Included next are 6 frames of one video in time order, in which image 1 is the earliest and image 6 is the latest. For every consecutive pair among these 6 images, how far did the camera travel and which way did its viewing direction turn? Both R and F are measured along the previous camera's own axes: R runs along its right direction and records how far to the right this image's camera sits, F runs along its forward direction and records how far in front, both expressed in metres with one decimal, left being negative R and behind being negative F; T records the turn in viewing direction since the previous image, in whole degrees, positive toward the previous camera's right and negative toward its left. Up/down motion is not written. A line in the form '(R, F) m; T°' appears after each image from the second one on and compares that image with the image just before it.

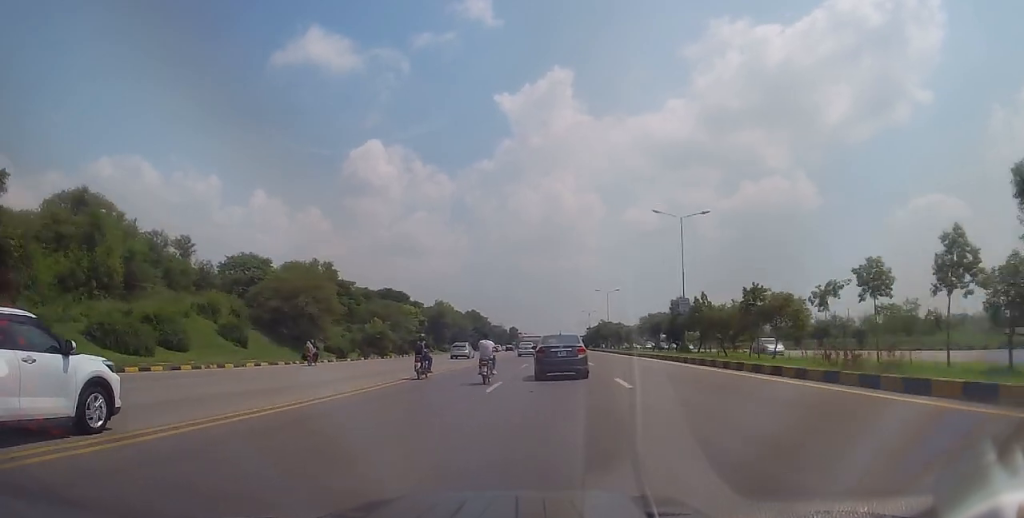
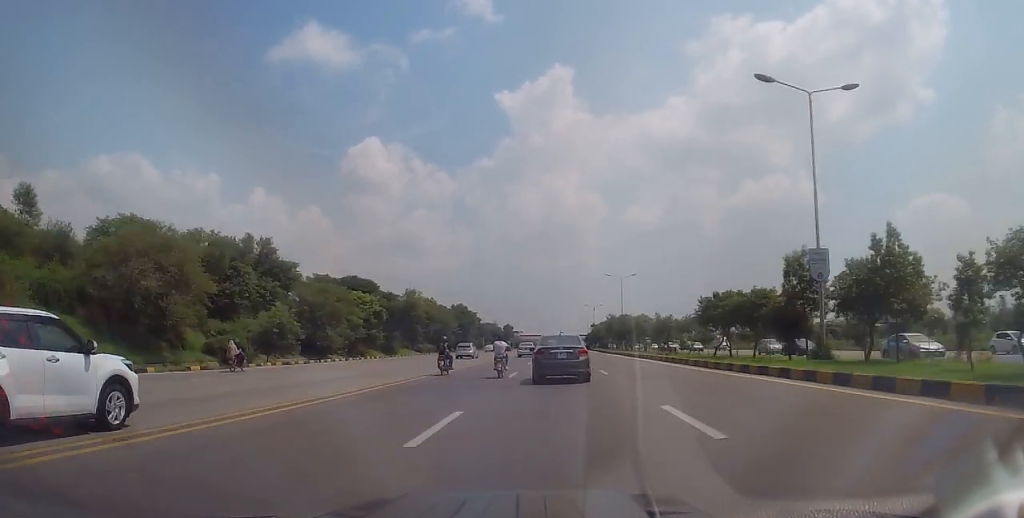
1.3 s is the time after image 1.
(+0.2, +23.9) m; -1°
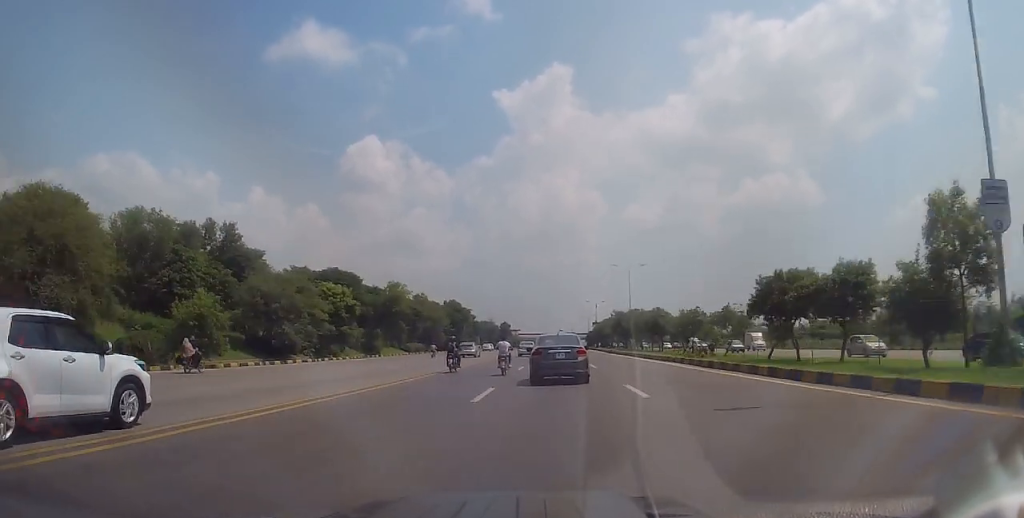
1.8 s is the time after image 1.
(-0.2, +9.9) m; 0°
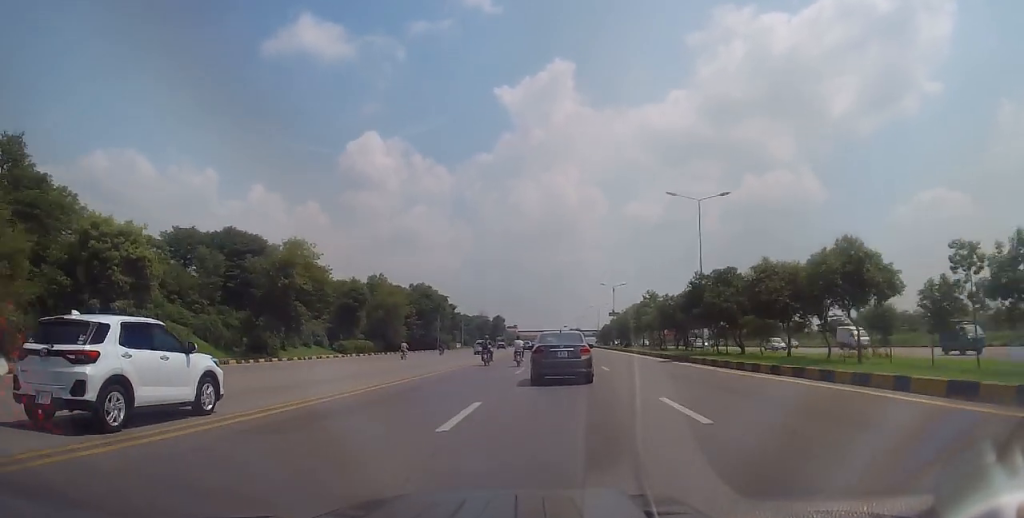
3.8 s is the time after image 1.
(+0.1, +35.9) m; +1°
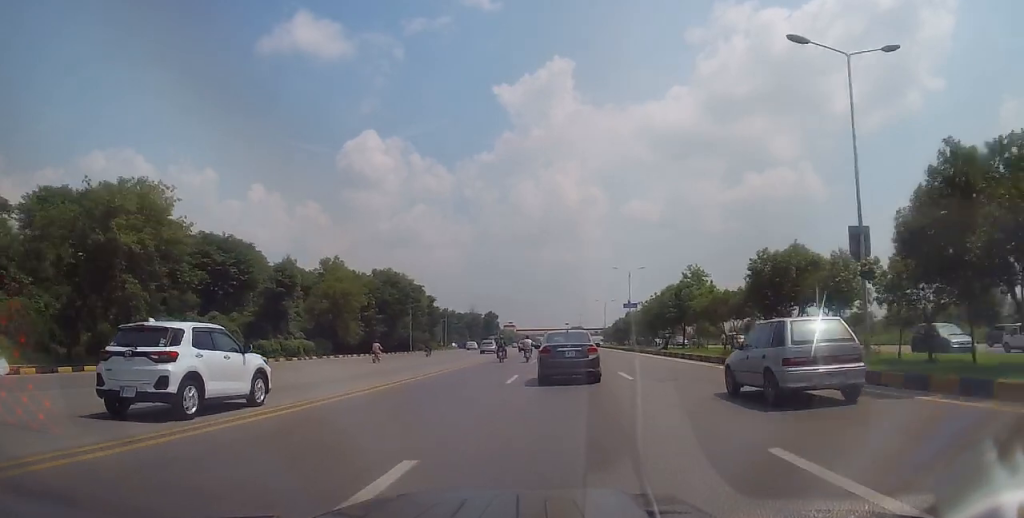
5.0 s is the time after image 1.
(-0.2, +22.1) m; 0°
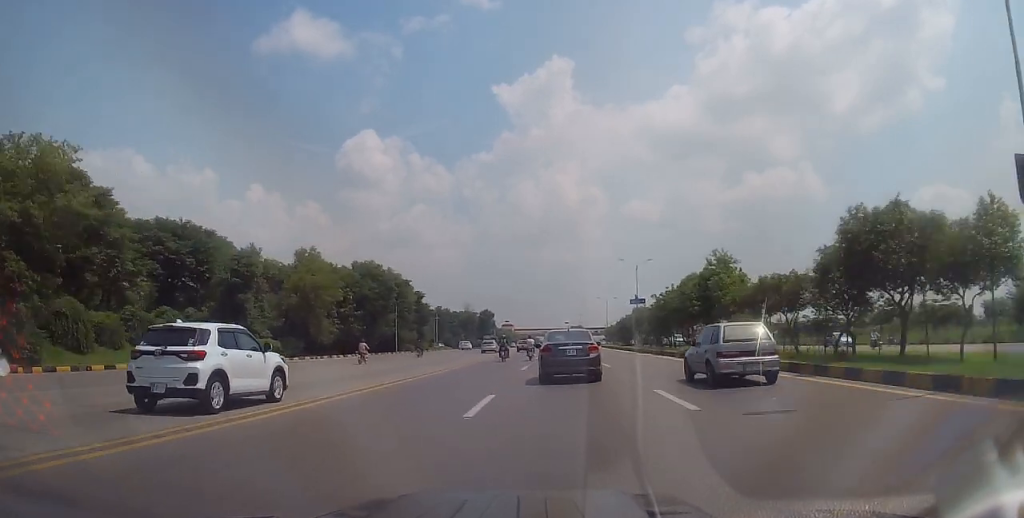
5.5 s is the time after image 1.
(-0.1, +8.3) m; 0°
